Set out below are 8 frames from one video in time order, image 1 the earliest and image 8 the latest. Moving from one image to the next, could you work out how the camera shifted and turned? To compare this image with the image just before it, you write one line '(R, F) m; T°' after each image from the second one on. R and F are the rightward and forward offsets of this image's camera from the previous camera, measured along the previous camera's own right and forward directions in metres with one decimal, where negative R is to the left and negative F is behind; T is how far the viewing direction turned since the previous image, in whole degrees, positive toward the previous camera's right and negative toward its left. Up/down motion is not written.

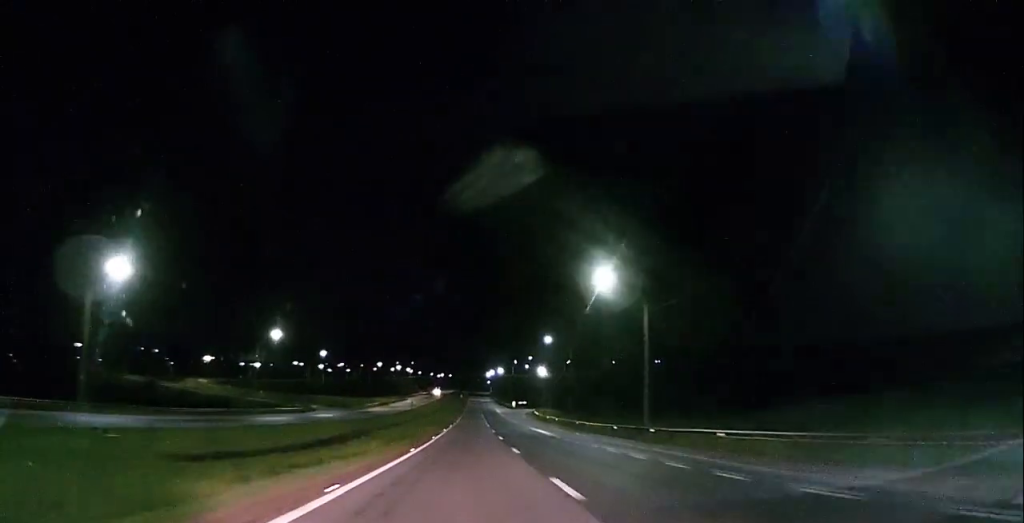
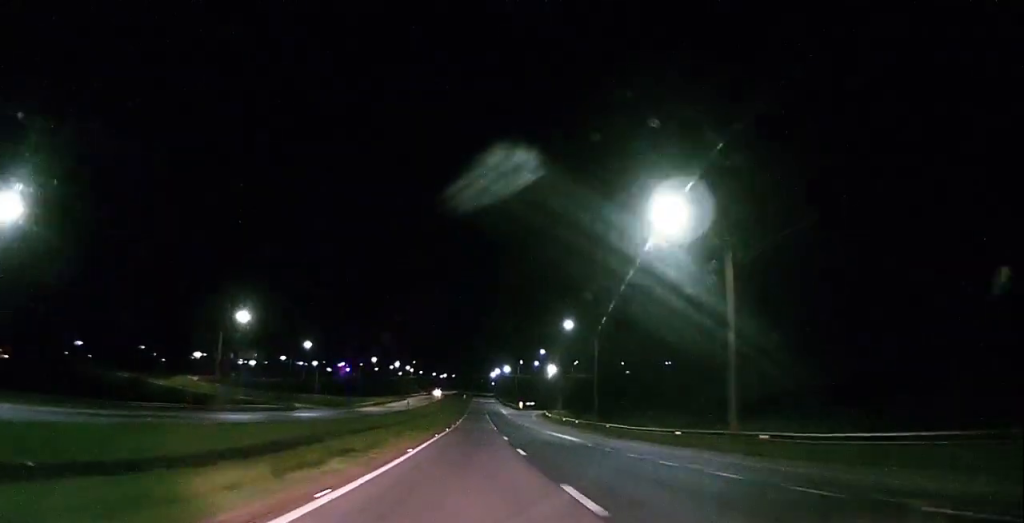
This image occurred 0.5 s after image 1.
(0.0, +15.2) m; 0°
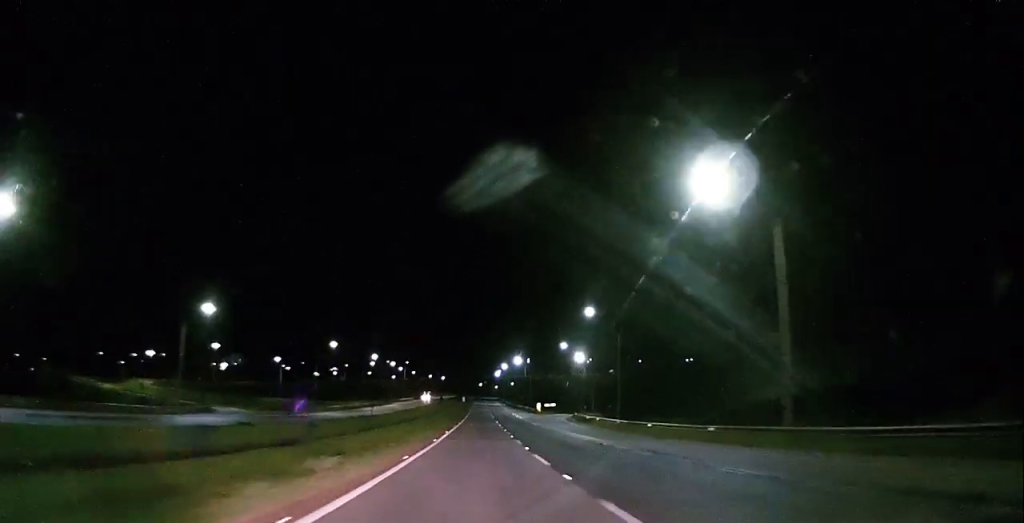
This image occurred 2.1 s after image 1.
(-0.3, +44.0) m; -1°
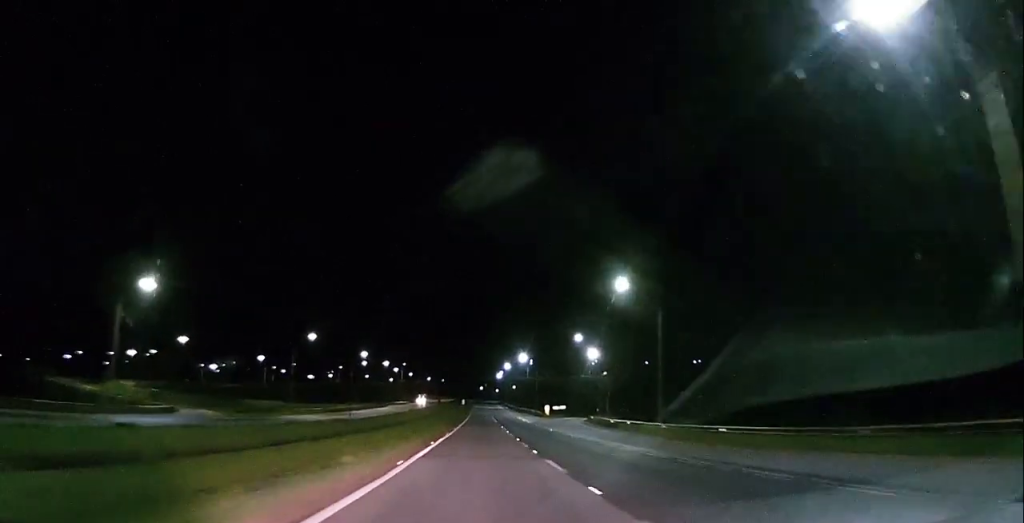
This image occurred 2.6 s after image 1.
(0.0, +14.5) m; 0°
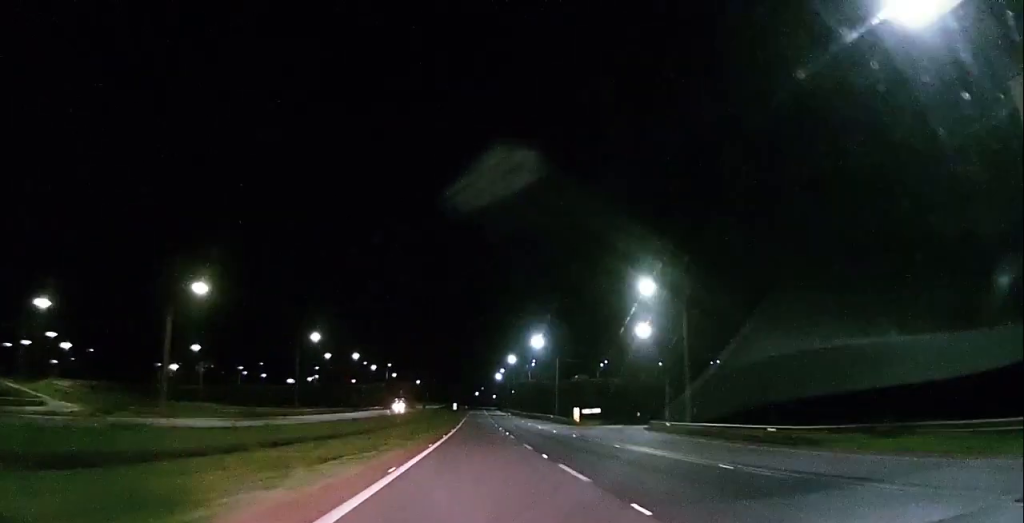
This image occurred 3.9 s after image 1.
(0.0, +38.4) m; 0°
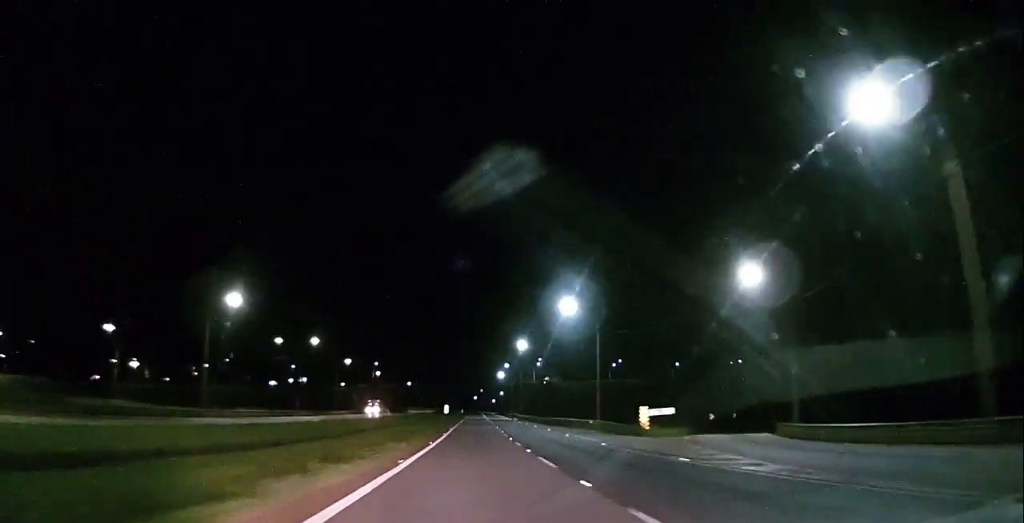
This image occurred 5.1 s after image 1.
(0.0, +33.2) m; 0°
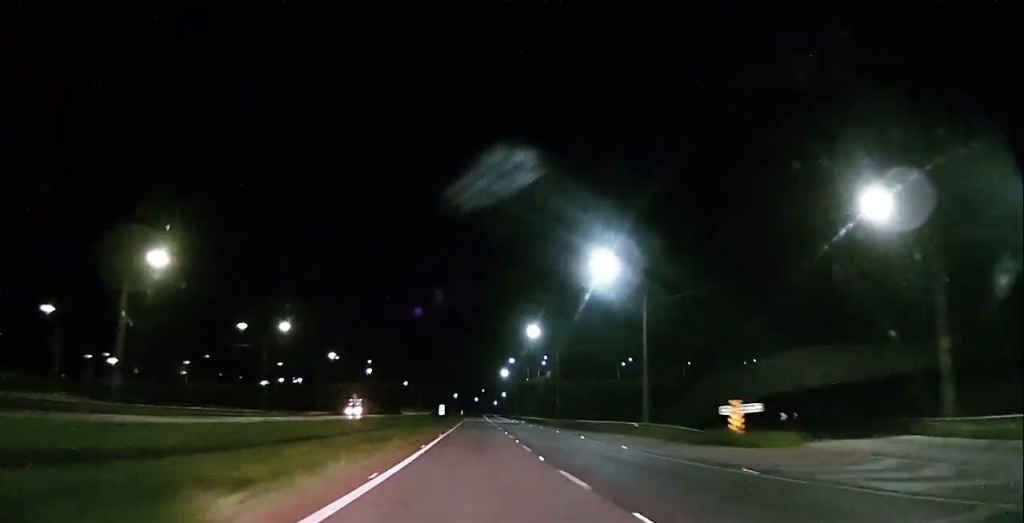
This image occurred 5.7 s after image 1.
(0.0, +16.9) m; 0°
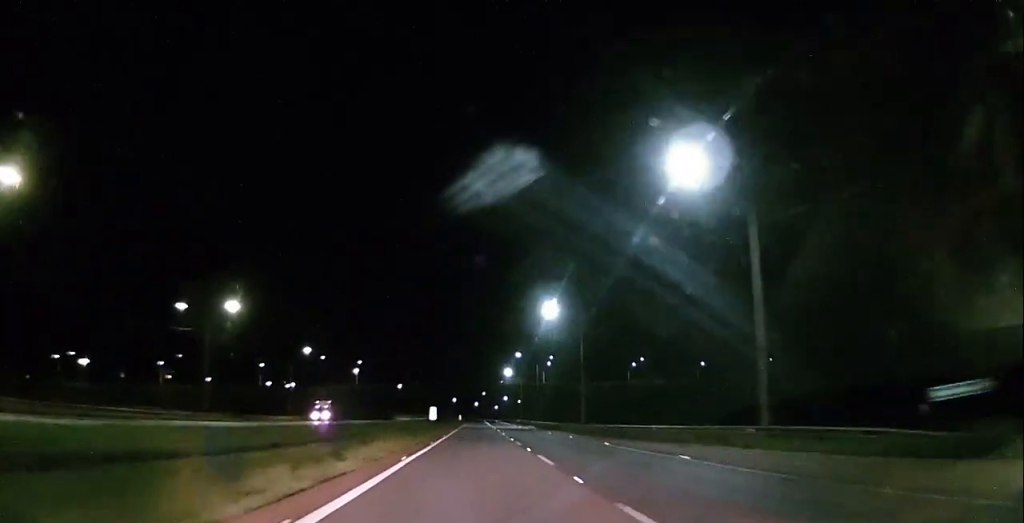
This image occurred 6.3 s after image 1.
(0.0, +18.7) m; 0°
